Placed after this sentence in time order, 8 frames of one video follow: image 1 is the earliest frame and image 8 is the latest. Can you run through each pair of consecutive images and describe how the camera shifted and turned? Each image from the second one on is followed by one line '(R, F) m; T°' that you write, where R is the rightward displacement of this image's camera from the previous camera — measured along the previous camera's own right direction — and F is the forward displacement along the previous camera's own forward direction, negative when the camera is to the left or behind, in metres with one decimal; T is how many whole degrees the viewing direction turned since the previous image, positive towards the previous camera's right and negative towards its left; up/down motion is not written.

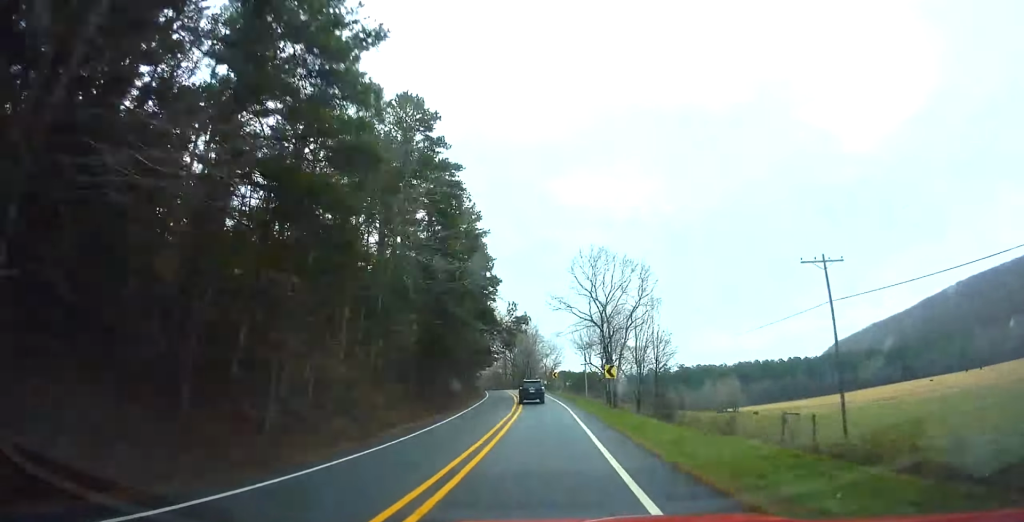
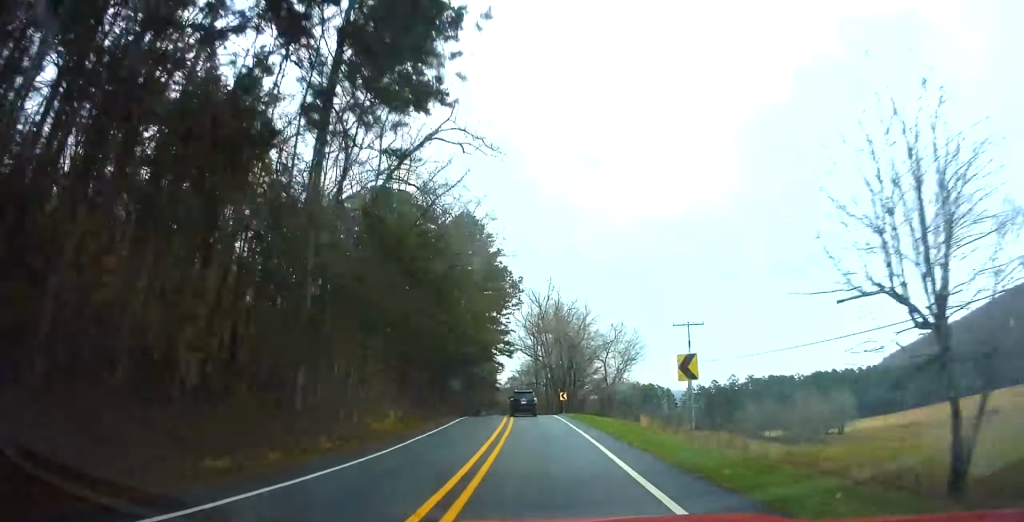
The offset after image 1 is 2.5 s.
(+0.2, +57.6) m; -2°
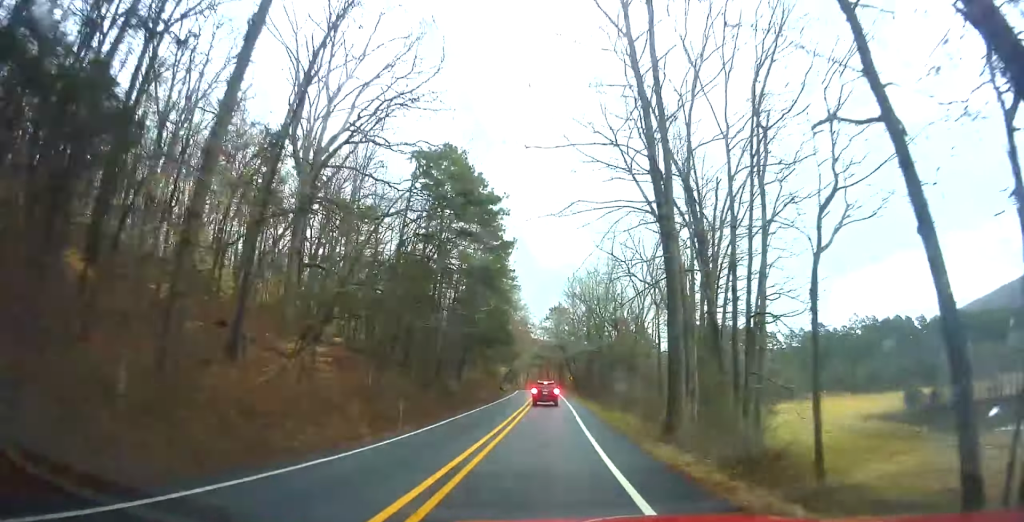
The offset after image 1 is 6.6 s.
(-5.7, +89.4) m; -6°
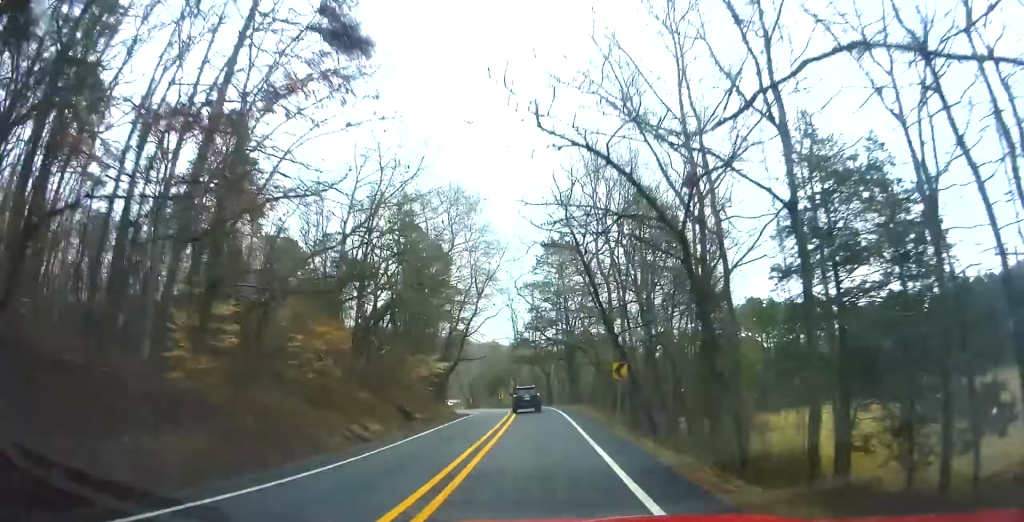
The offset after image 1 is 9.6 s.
(-1.8, +62.6) m; -3°
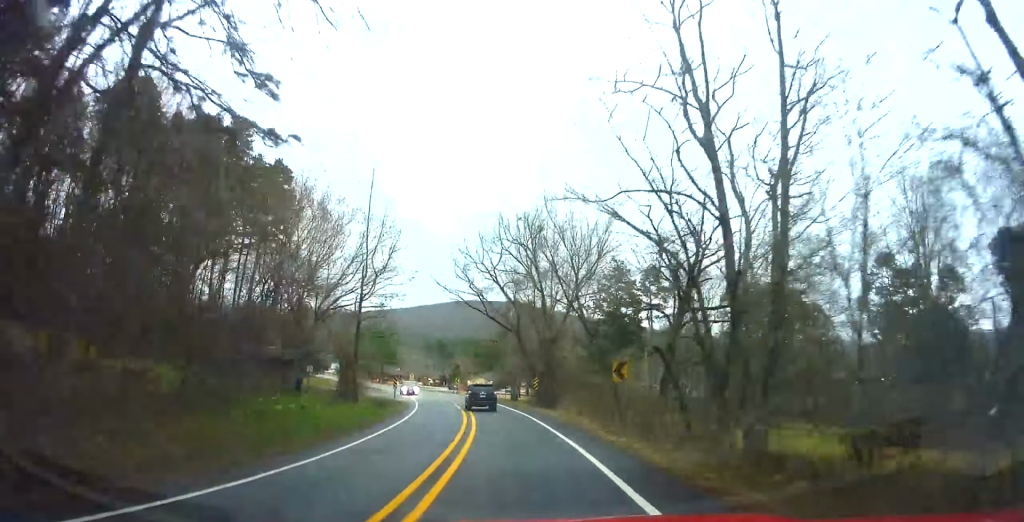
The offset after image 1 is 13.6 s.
(-3.4, +79.7) m; -10°
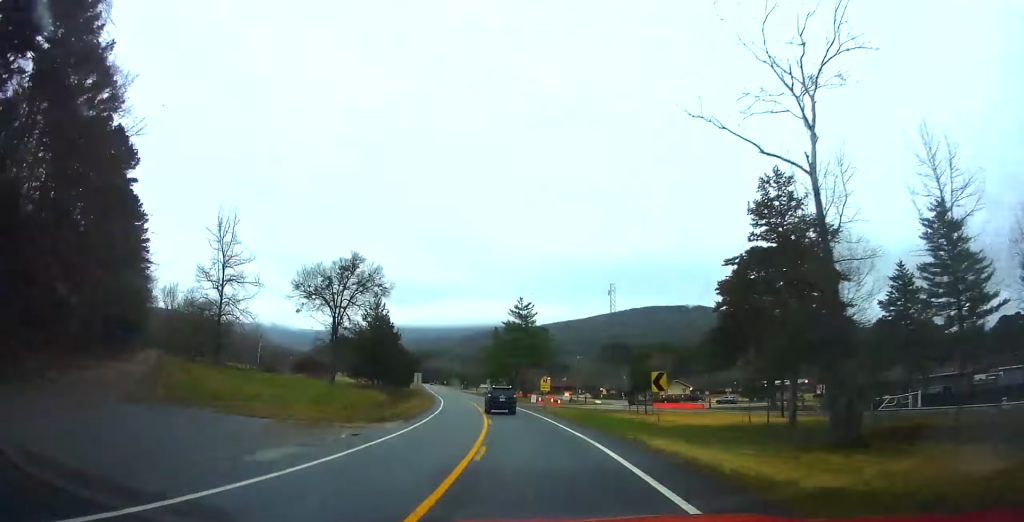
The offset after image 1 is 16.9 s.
(-7.2, +63.9) m; -16°
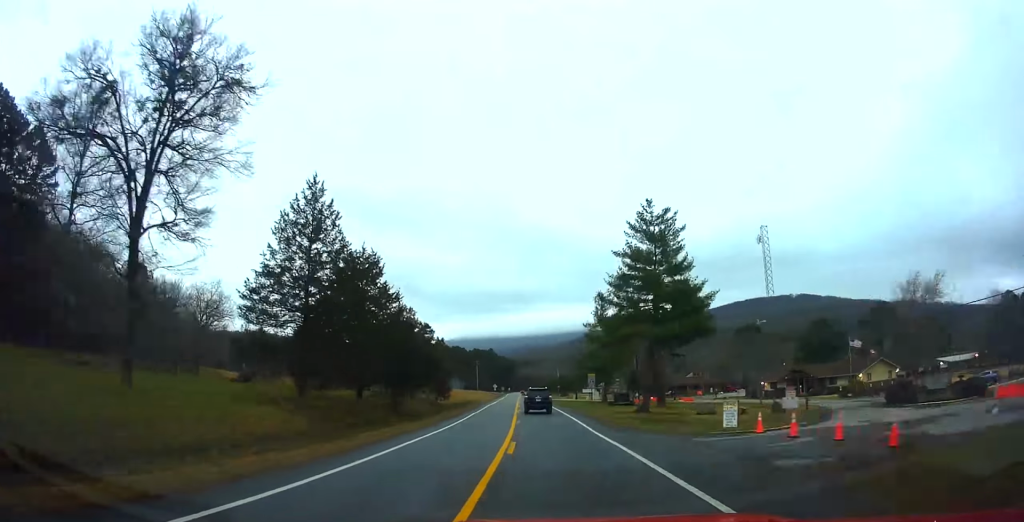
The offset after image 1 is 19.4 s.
(-6.6, +49.2) m; -9°
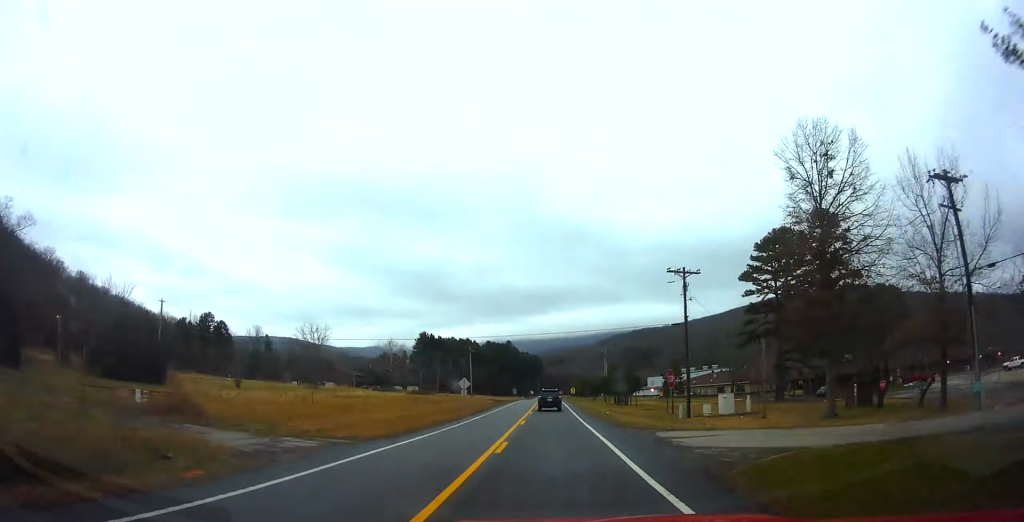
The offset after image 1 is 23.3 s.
(-6.0, +80.5) m; -6°
